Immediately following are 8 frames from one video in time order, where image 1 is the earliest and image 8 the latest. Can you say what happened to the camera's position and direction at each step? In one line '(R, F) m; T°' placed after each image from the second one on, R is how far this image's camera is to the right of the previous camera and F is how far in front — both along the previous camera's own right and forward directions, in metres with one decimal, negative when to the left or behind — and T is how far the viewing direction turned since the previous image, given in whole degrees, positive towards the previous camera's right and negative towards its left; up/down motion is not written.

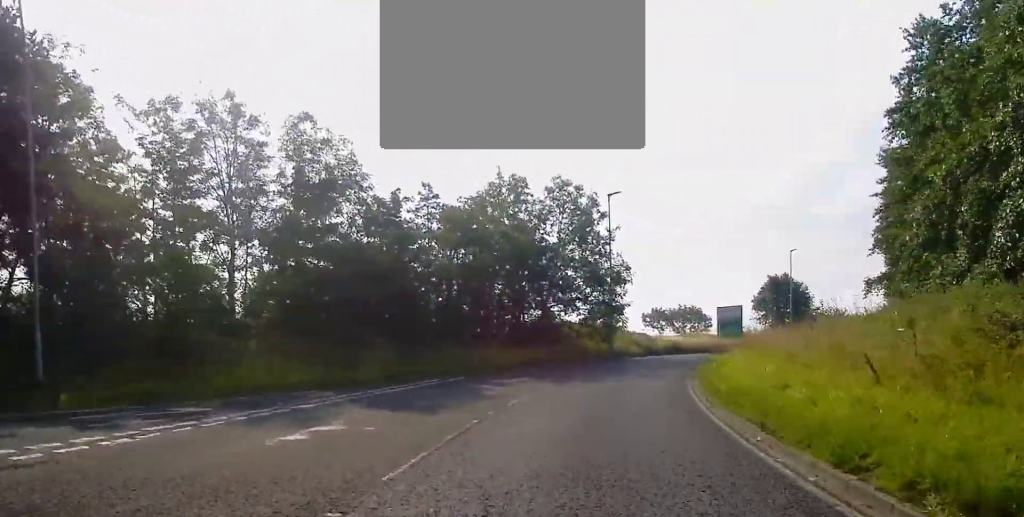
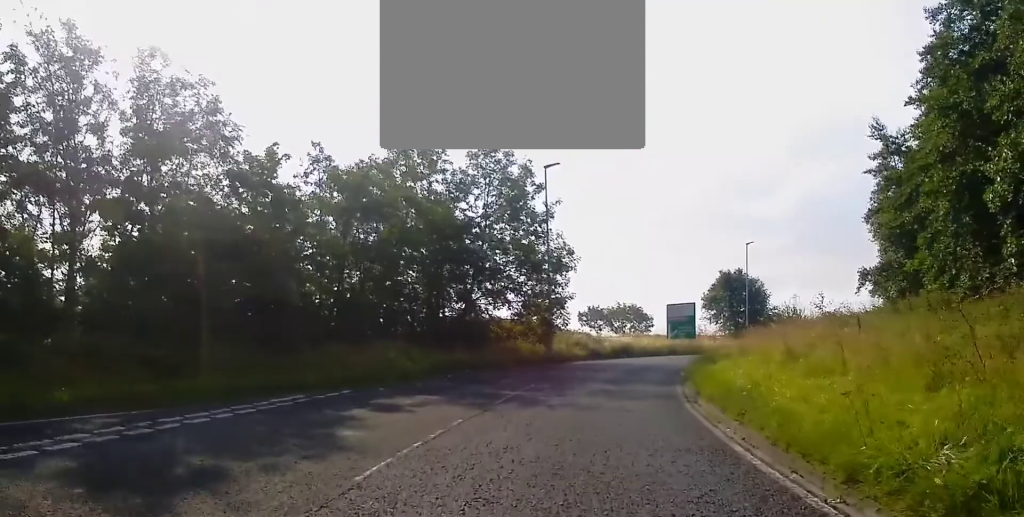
(-0.4, +8.1) m; +4°
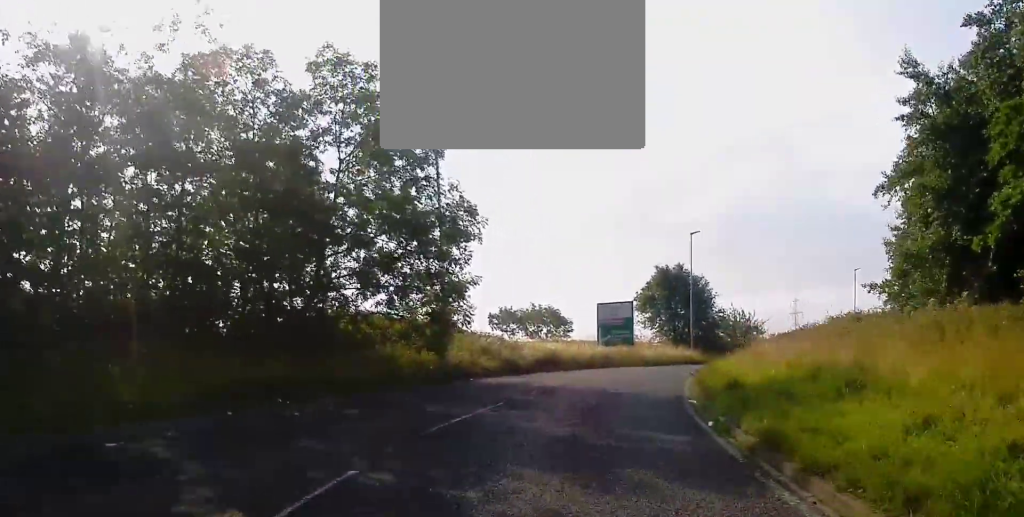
(+1.5, +12.9) m; +8°
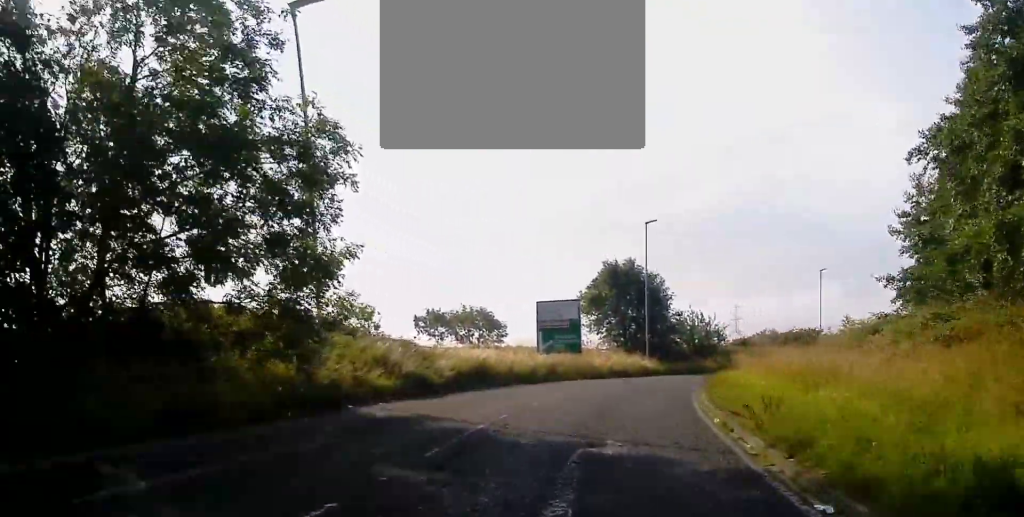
(+0.2, +9.5) m; +4°
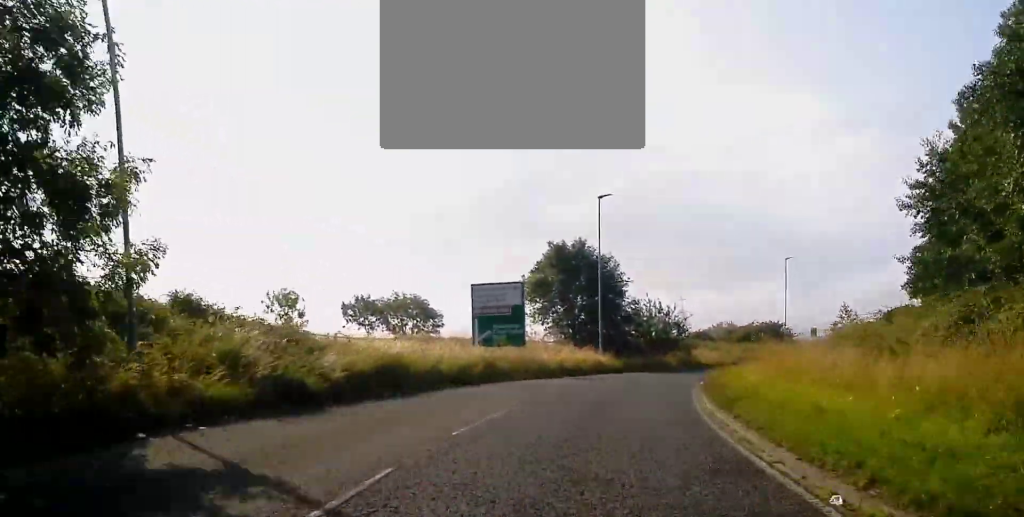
(+0.4, +7.2) m; +4°
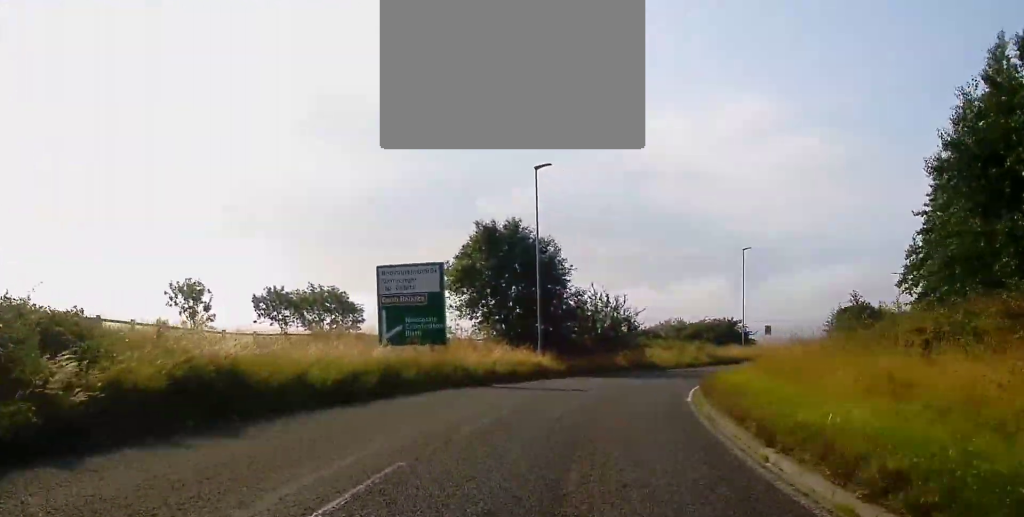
(+0.3, +8.2) m; +4°
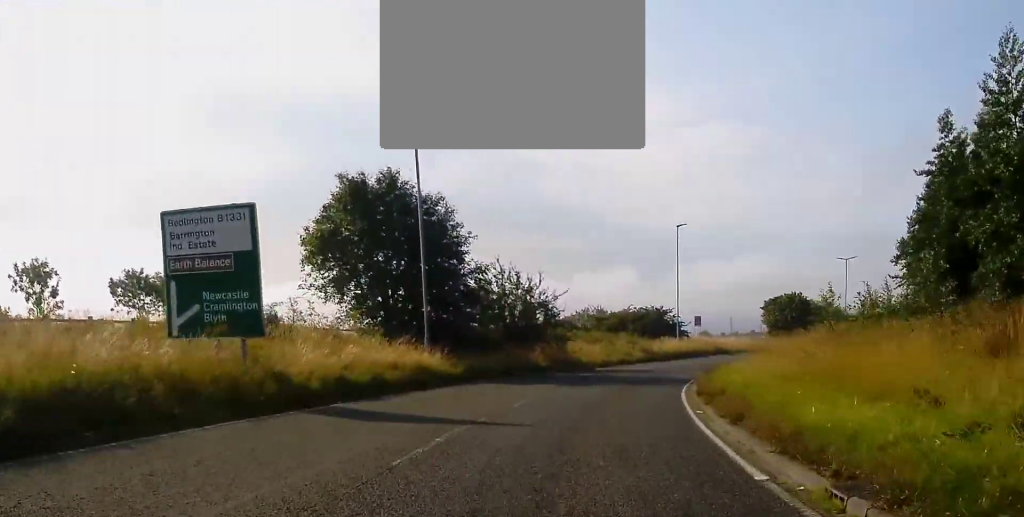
(+0.5, +11.3) m; +6°
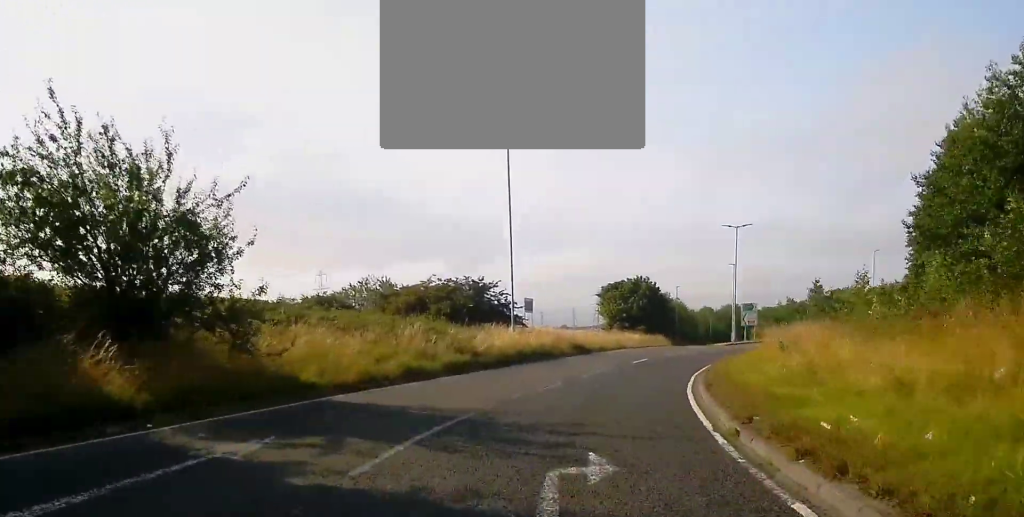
(+3.2, +26.2) m; +14°
